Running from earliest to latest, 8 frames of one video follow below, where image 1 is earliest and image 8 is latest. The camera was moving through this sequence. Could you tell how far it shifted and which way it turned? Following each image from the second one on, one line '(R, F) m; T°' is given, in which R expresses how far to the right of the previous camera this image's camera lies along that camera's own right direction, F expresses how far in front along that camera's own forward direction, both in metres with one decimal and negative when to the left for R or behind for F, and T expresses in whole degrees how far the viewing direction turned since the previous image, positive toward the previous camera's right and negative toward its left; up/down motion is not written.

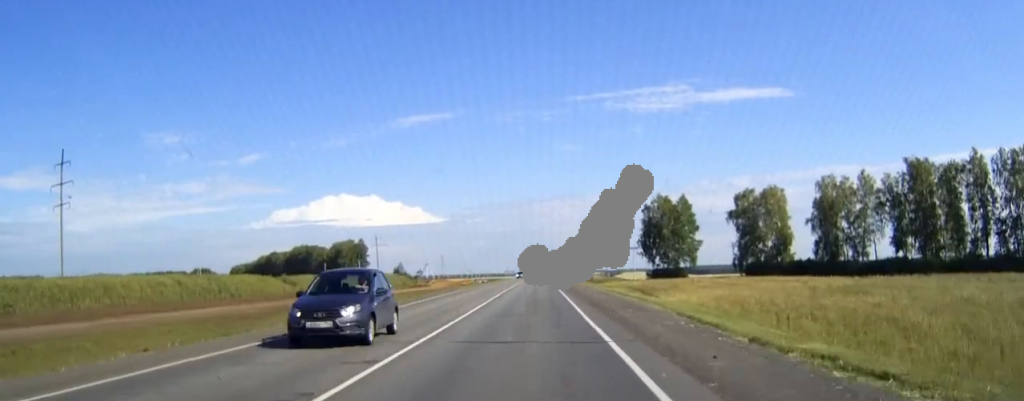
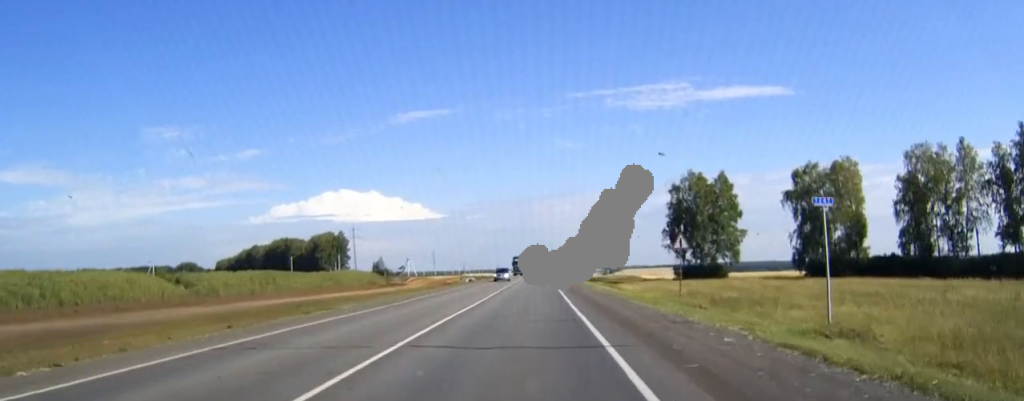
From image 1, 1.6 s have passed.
(0.0, +38.5) m; 0°
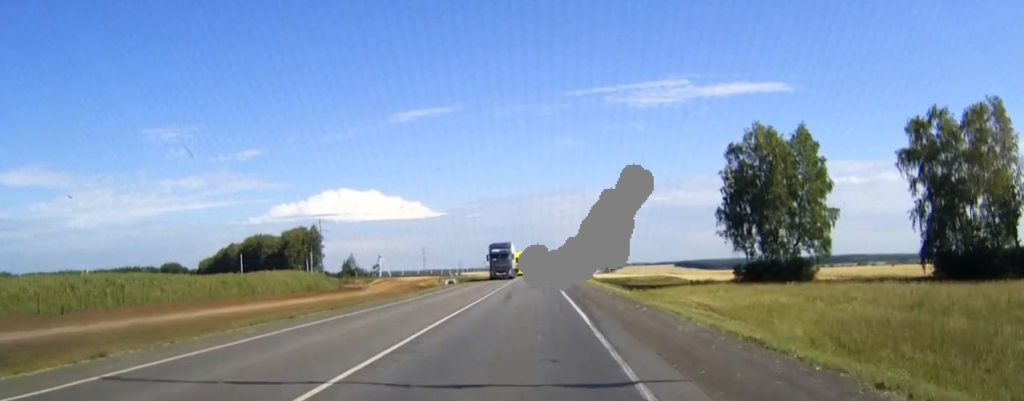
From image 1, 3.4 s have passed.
(0.0, +43.7) m; 0°
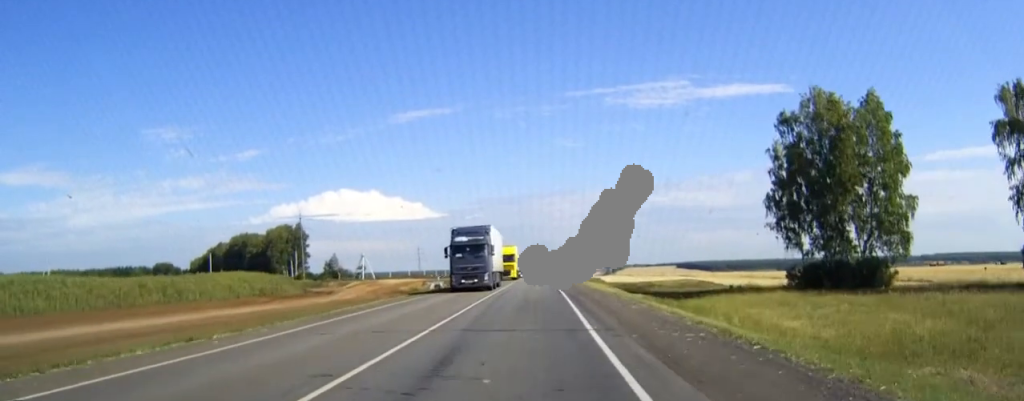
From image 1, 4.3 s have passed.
(0.0, +21.2) m; 0°
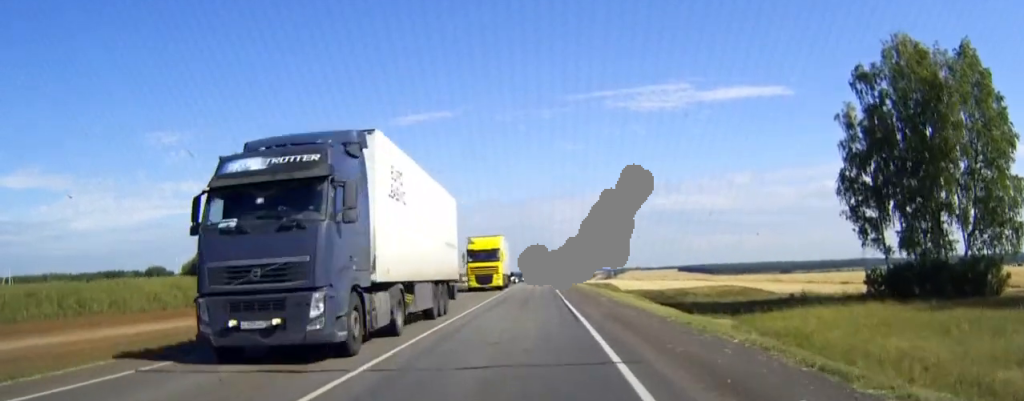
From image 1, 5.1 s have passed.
(0.0, +19.7) m; 0°
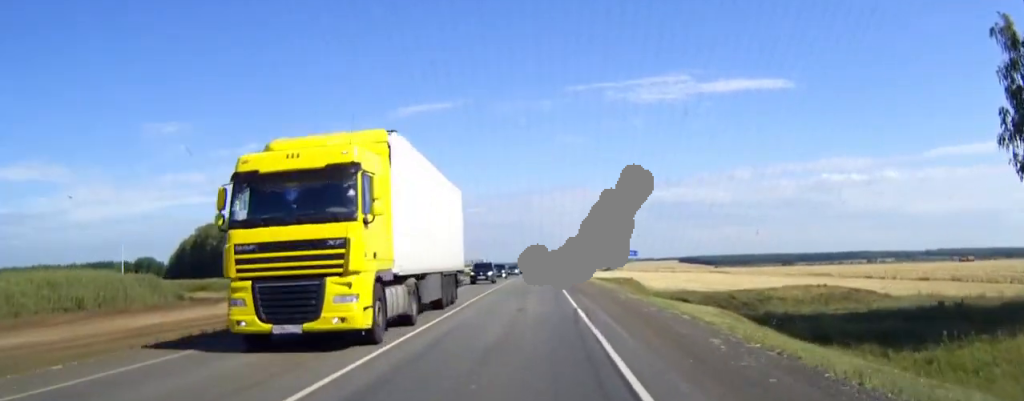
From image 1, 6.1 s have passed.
(0.0, +24.7) m; 0°
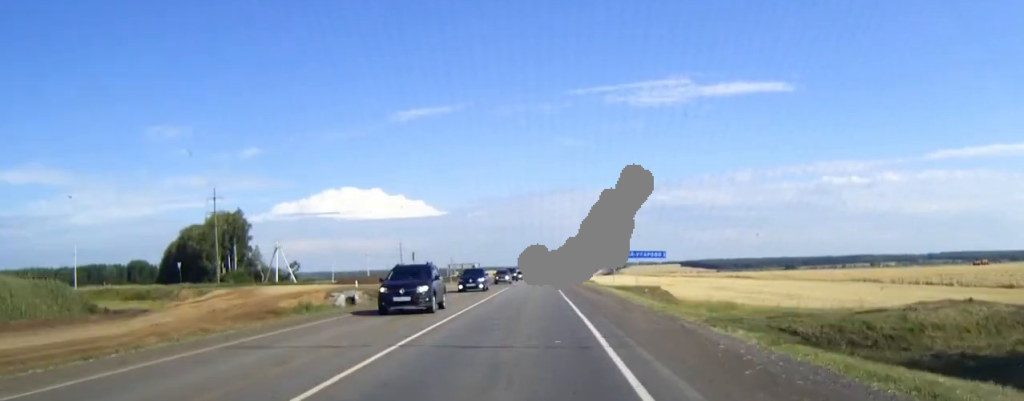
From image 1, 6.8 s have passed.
(0.0, +18.2) m; 0°
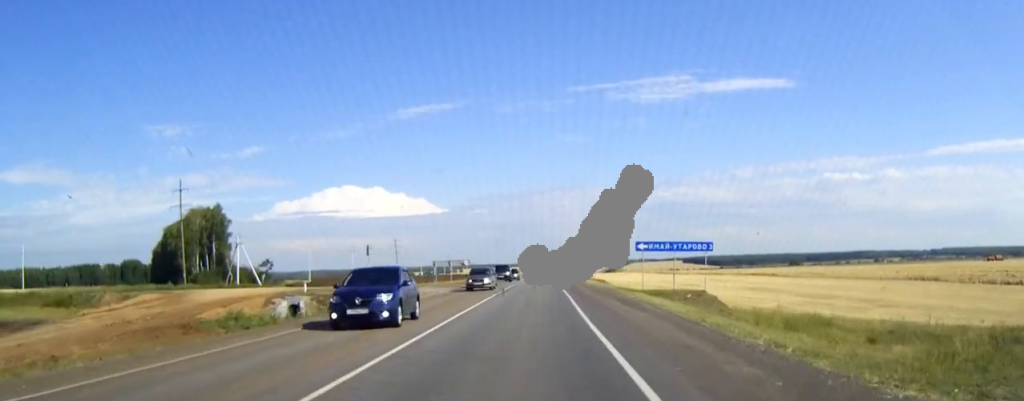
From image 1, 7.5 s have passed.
(0.0, +18.3) m; 0°
